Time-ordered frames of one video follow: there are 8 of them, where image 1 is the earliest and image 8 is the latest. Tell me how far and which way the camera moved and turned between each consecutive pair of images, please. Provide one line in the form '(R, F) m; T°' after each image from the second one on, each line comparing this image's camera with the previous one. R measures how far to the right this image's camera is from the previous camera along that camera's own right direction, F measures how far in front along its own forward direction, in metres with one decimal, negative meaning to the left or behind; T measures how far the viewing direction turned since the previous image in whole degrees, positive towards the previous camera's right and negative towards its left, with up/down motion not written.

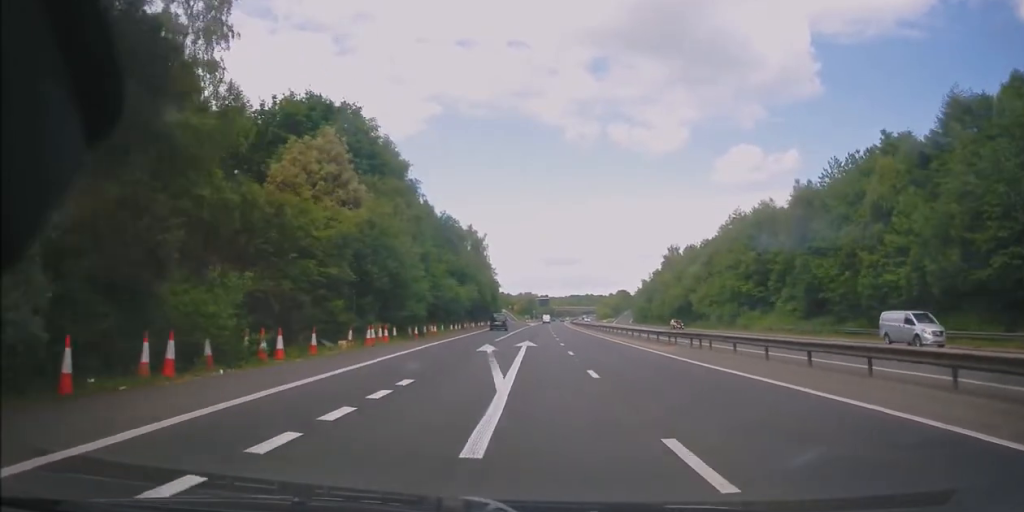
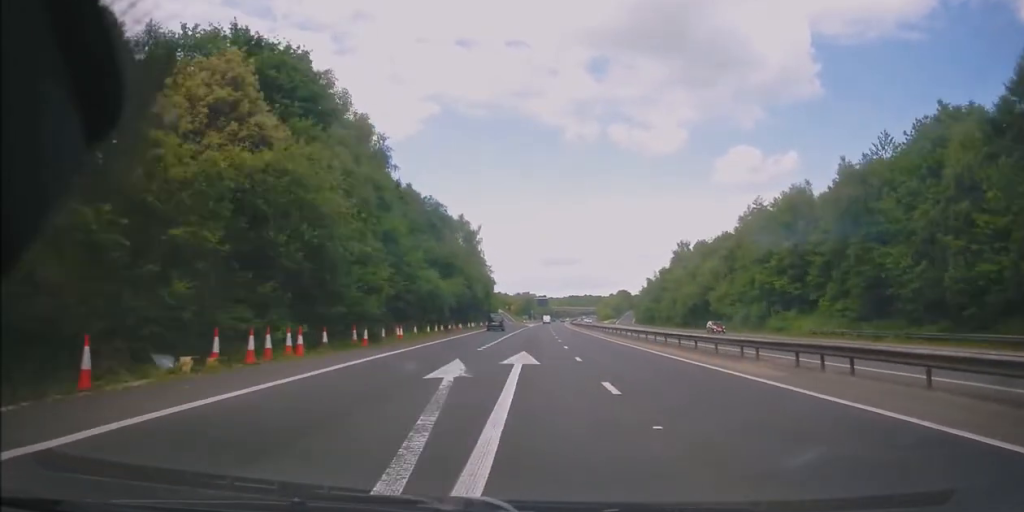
(0.0, +11.9) m; +1°
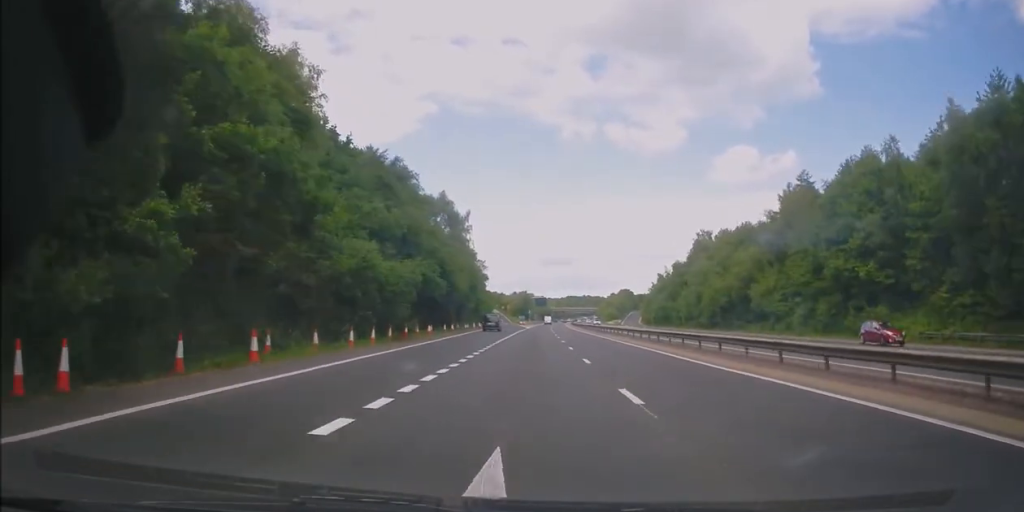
(+0.3, +19.3) m; +1°
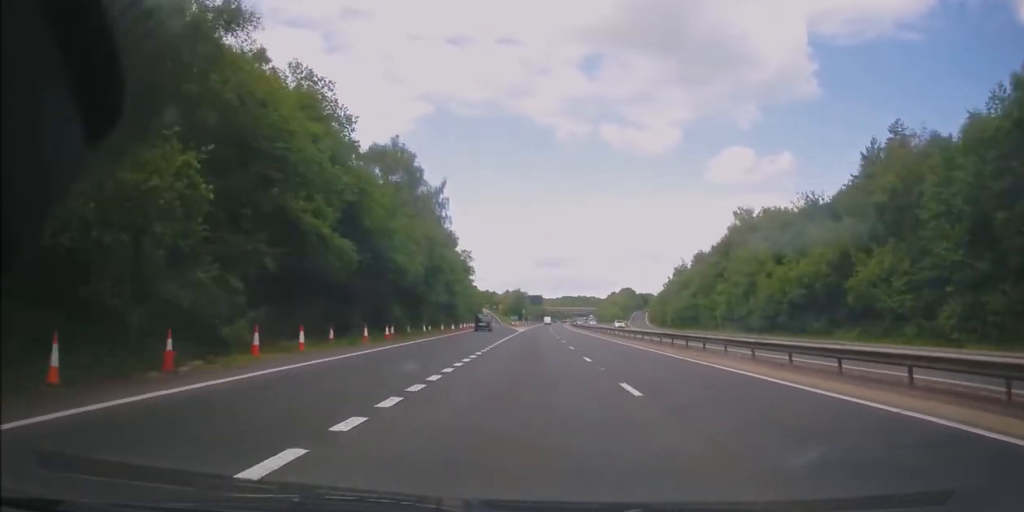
(0.0, +25.9) m; 0°
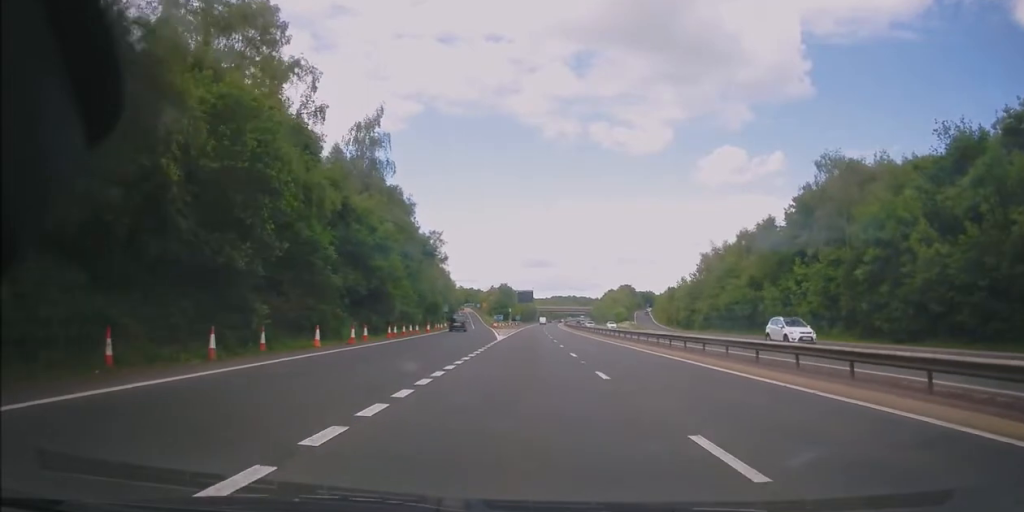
(+0.4, +32.5) m; +2°
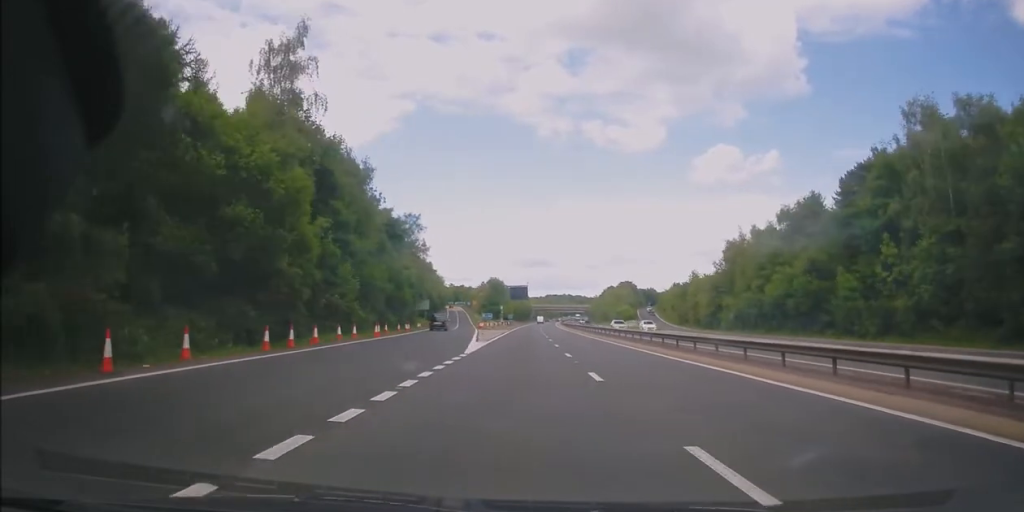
(+0.2, +18.6) m; 0°
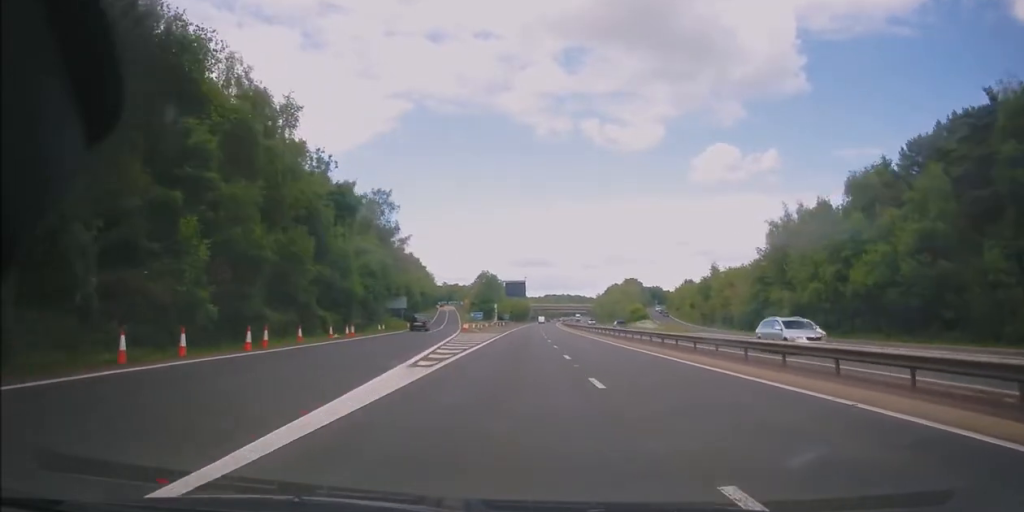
(0.0, +19.4) m; 0°
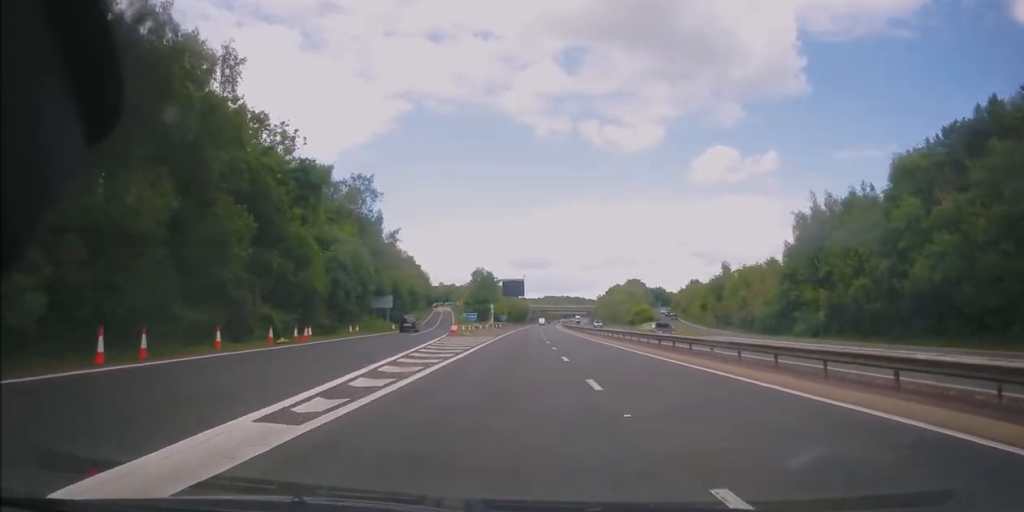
(-0.1, +9.8) m; 0°
